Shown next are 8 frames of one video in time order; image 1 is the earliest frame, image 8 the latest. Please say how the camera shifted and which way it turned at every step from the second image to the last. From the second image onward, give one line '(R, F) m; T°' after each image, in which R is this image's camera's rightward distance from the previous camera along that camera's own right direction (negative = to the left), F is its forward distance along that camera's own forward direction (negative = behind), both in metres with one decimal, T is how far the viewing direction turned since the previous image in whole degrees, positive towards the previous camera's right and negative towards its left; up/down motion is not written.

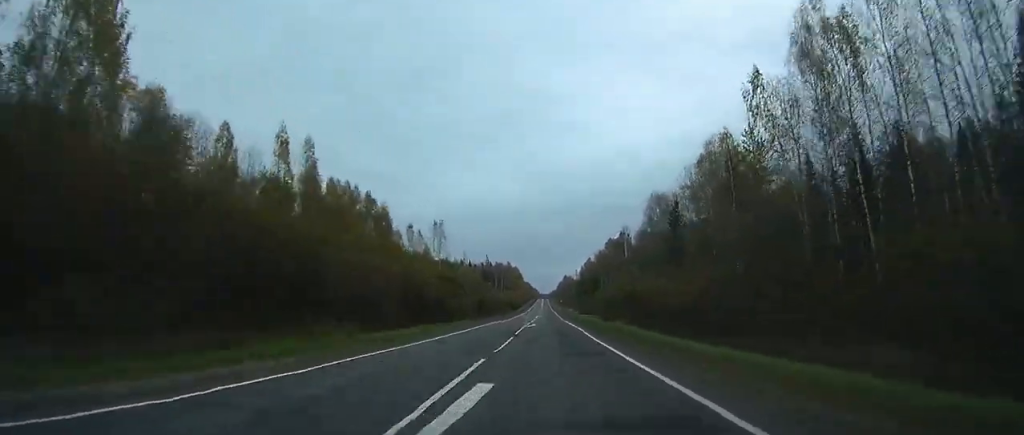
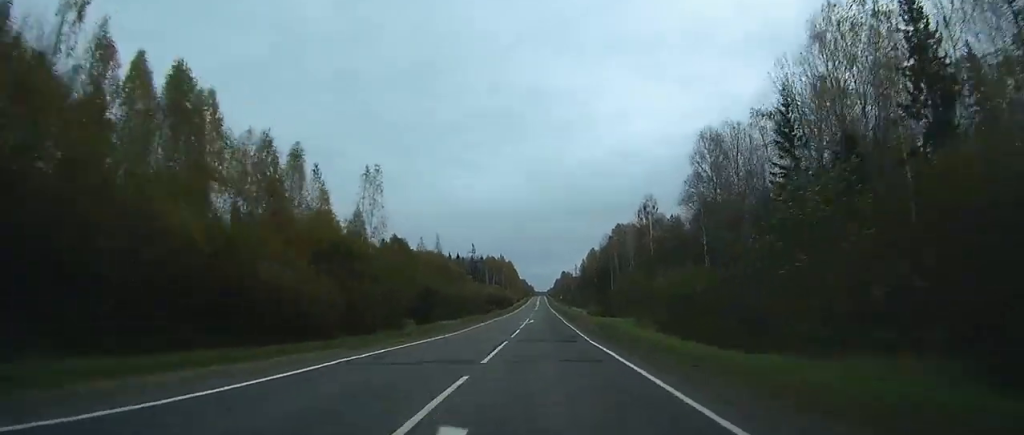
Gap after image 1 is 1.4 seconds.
(-0.5, +38.6) m; -3°
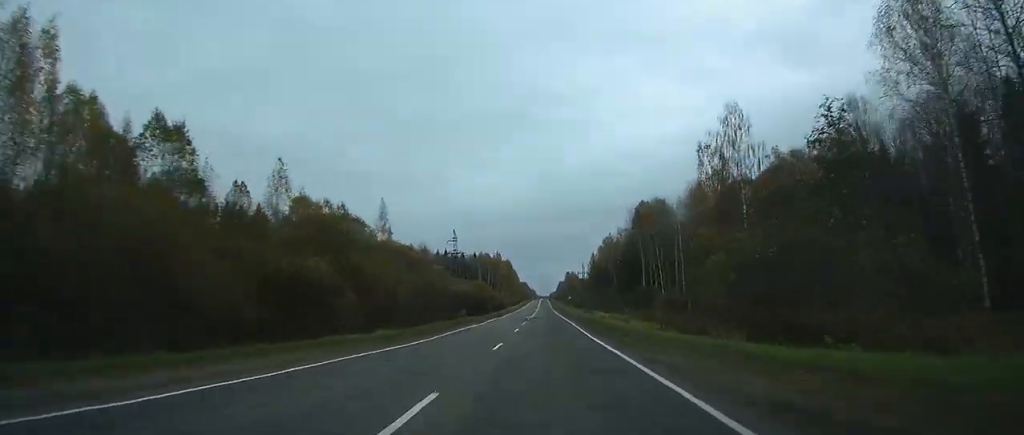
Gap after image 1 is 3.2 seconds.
(-3.9, +53.4) m; -2°
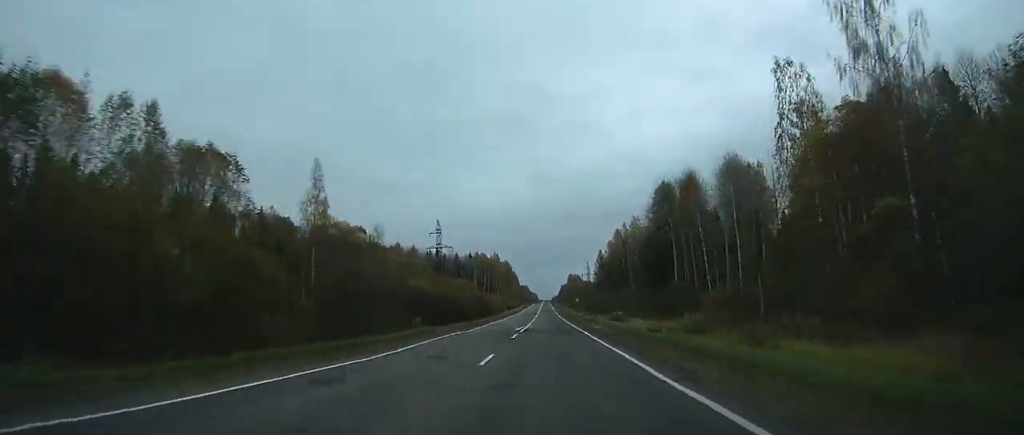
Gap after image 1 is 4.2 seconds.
(+1.3, +29.6) m; +2°
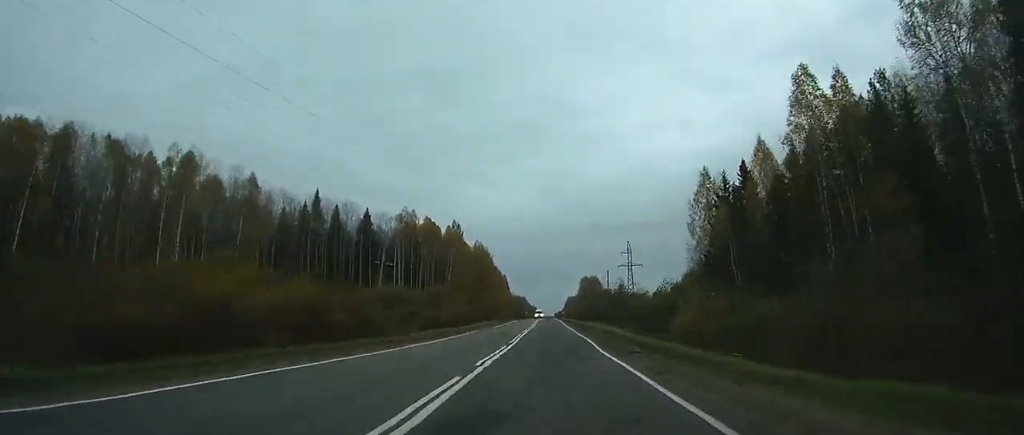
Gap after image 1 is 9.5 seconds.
(+3.4, +147.9) m; +1°
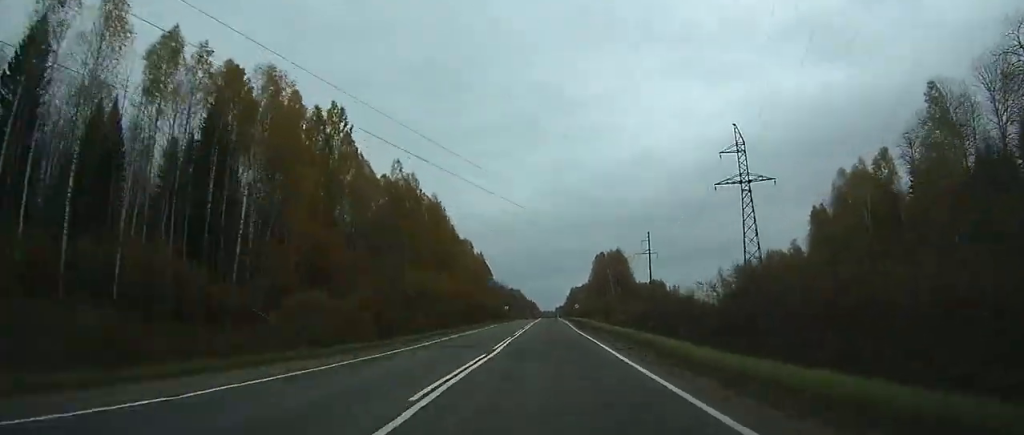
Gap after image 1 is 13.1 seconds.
(+0.1, +101.8) m; 0°
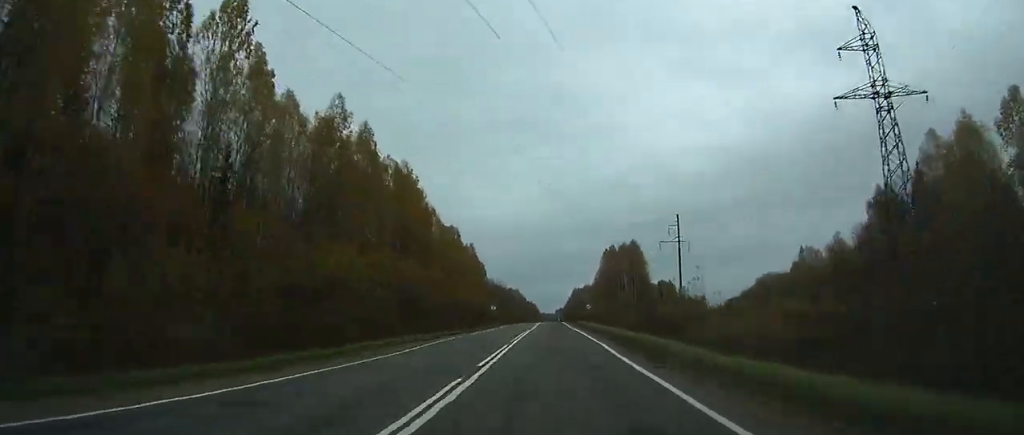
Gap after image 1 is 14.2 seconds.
(0.0, +30.8) m; 0°
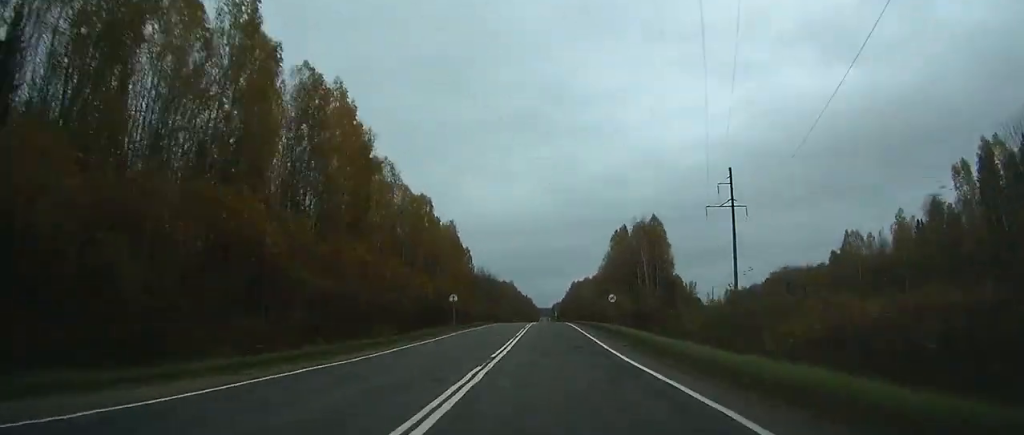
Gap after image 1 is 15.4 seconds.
(0.0, +33.9) m; 0°
